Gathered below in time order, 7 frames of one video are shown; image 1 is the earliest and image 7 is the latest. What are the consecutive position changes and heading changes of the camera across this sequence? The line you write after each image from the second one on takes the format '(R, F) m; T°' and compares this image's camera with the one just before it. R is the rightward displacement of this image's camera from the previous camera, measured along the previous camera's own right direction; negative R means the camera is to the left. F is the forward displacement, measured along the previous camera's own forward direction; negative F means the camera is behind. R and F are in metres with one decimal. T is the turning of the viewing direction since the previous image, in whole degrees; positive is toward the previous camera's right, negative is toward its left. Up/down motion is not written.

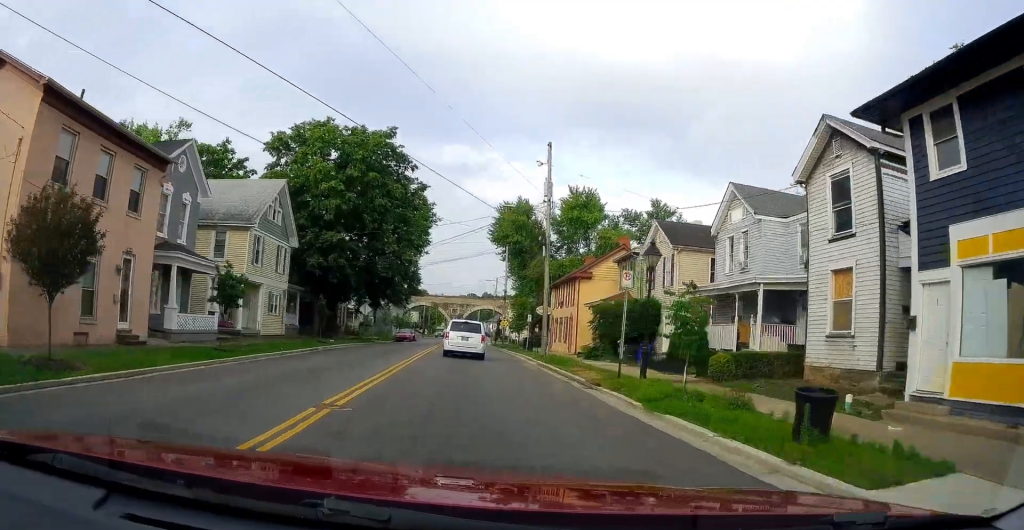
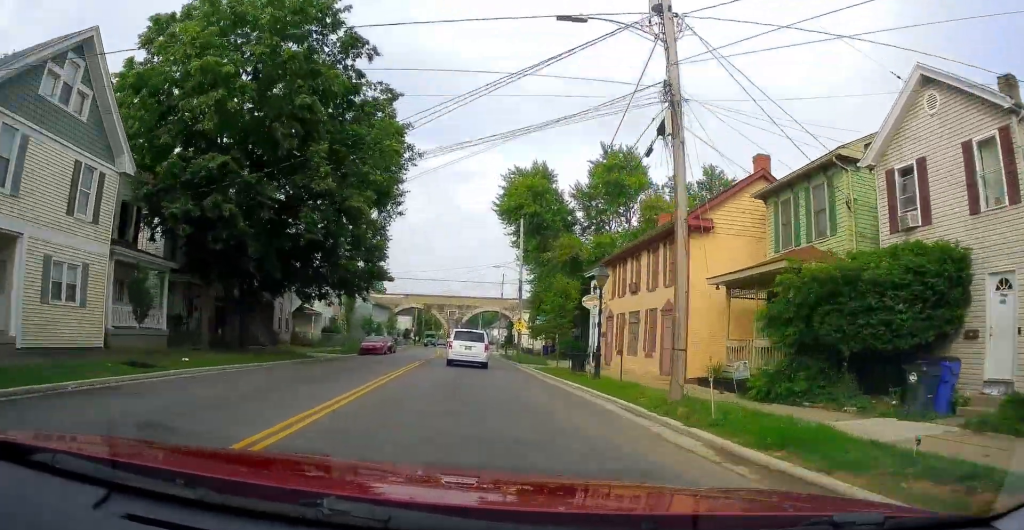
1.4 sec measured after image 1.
(-1.0, +21.1) m; -3°
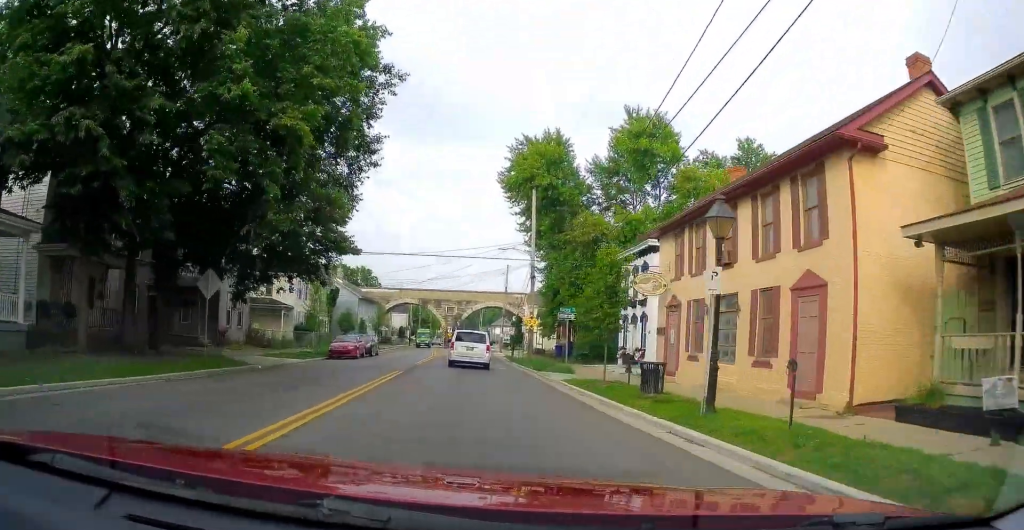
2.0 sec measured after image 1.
(+0.2, +9.8) m; +1°
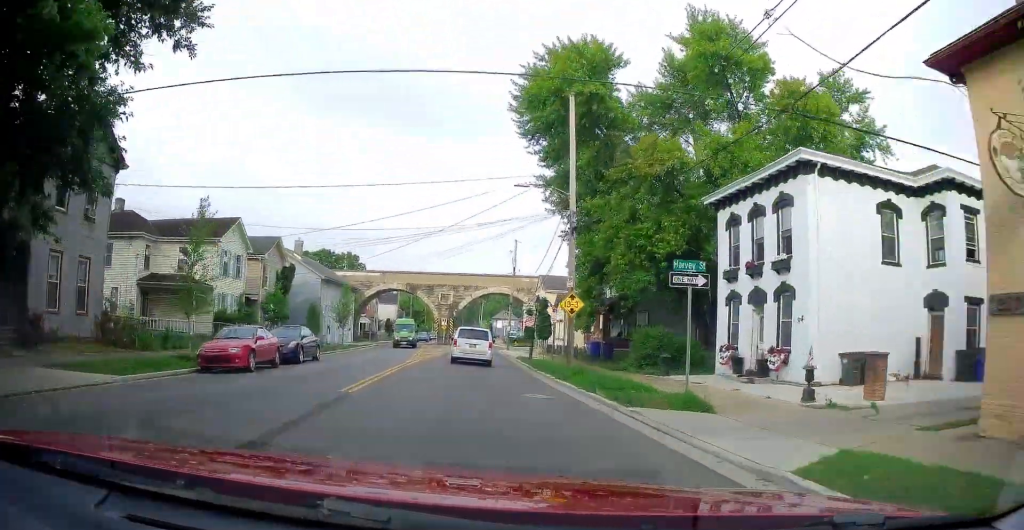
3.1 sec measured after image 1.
(0.0, +16.5) m; +4°
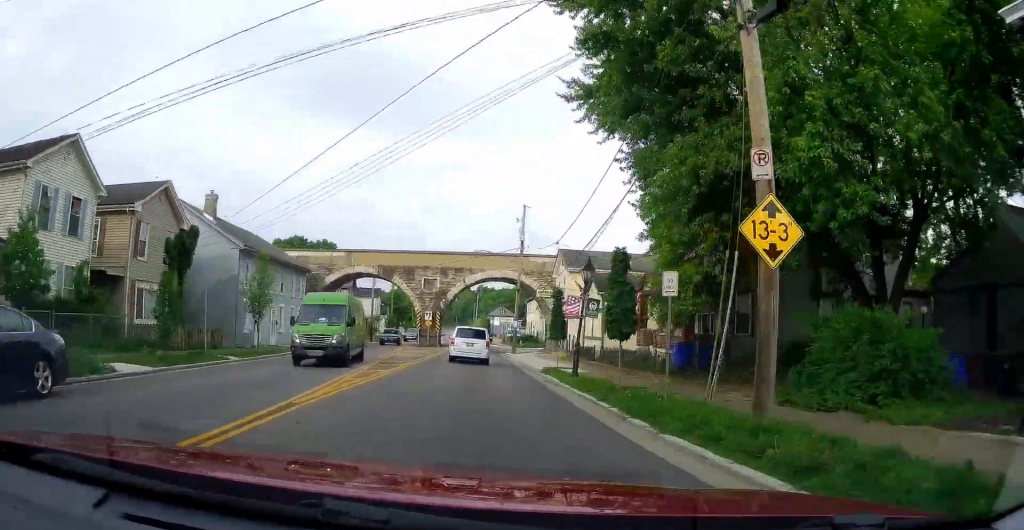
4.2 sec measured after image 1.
(+1.1, +16.6) m; +1°
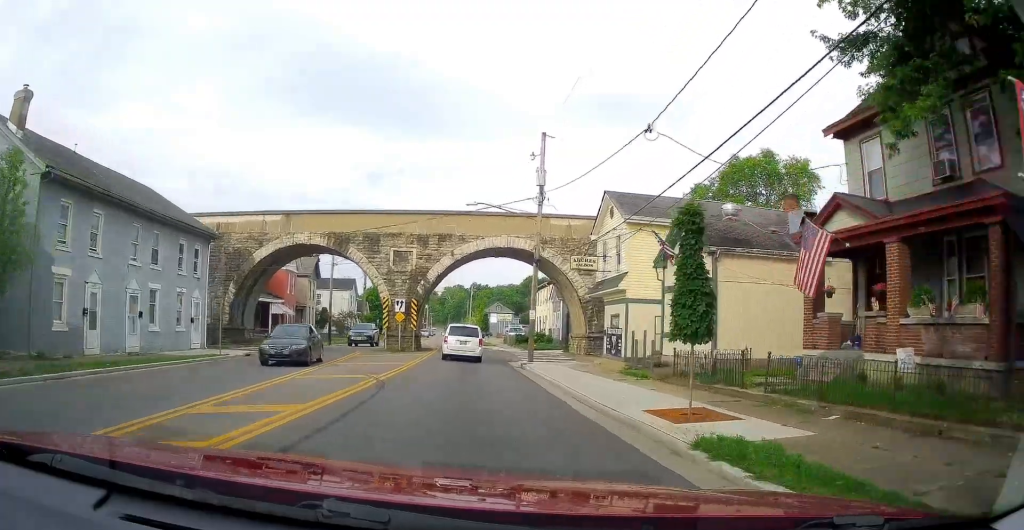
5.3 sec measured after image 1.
(-1.0, +16.8) m; -3°
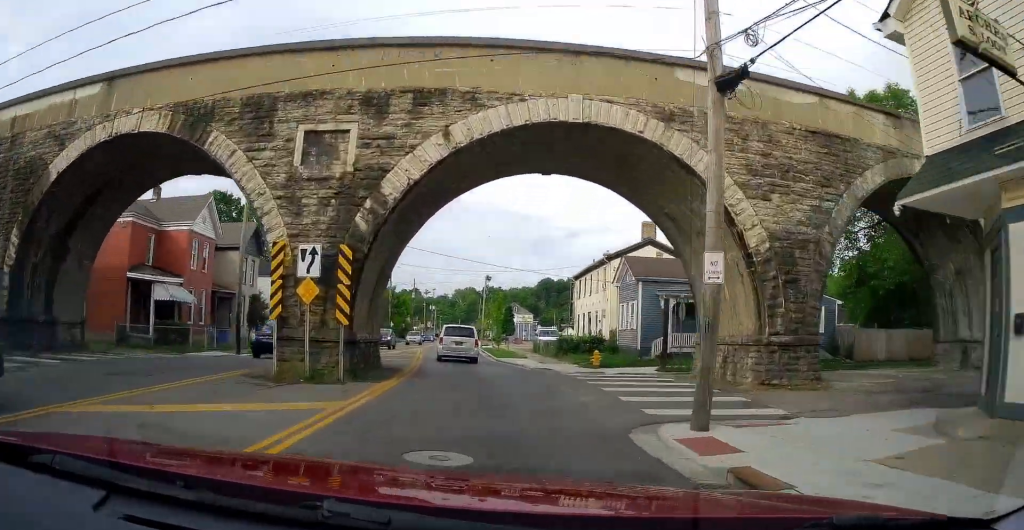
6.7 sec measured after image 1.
(+0.1, +21.7) m; -1°
